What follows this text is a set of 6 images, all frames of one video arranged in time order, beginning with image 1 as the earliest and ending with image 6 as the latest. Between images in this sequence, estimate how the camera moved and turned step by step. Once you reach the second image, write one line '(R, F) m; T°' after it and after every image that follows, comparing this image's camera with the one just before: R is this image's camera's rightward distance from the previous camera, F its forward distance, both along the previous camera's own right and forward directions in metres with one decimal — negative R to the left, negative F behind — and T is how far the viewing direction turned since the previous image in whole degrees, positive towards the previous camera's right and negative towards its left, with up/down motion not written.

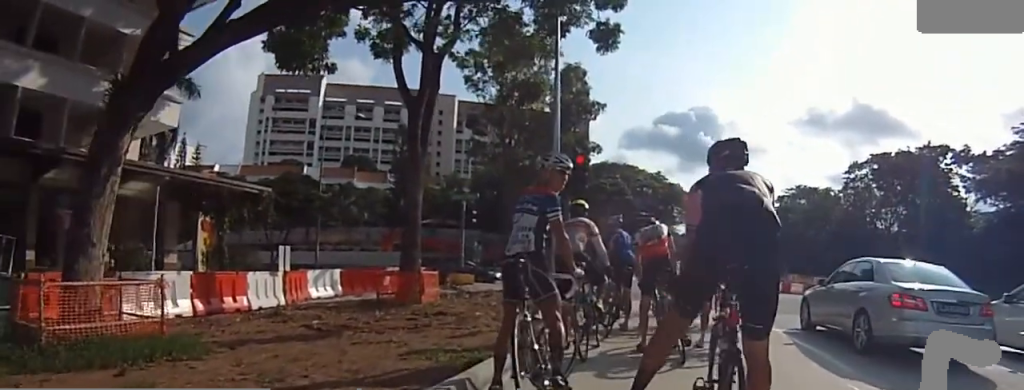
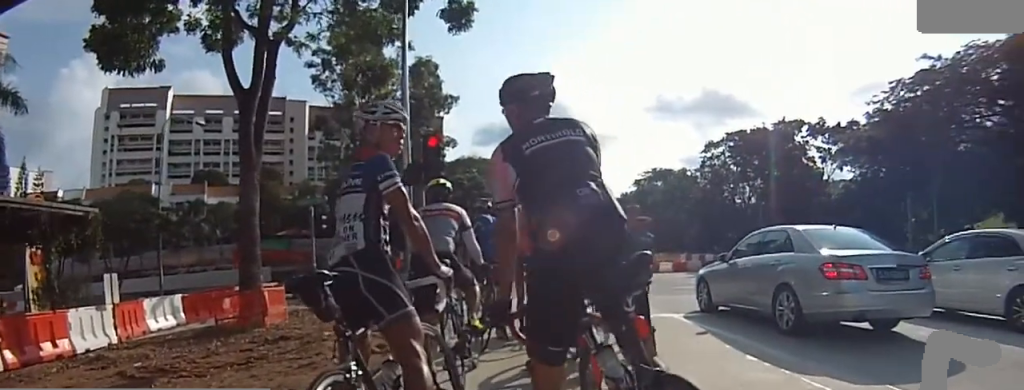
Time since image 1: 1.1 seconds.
(0.0, +1.2) m; 0°
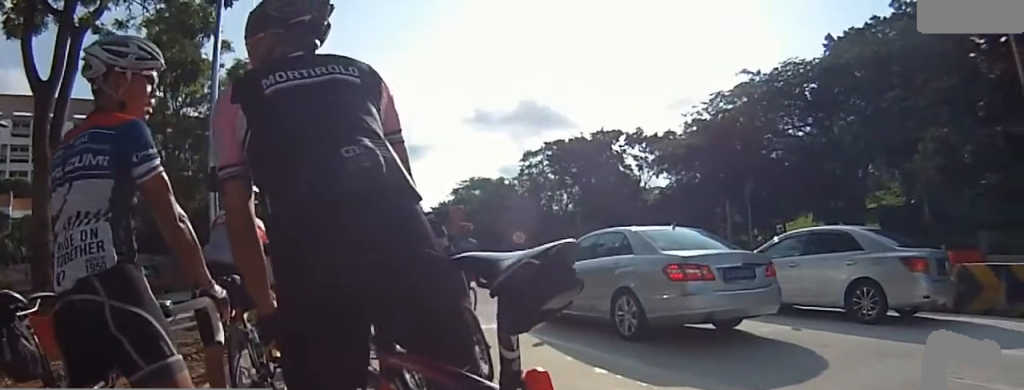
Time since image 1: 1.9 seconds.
(0.0, +0.7) m; 0°
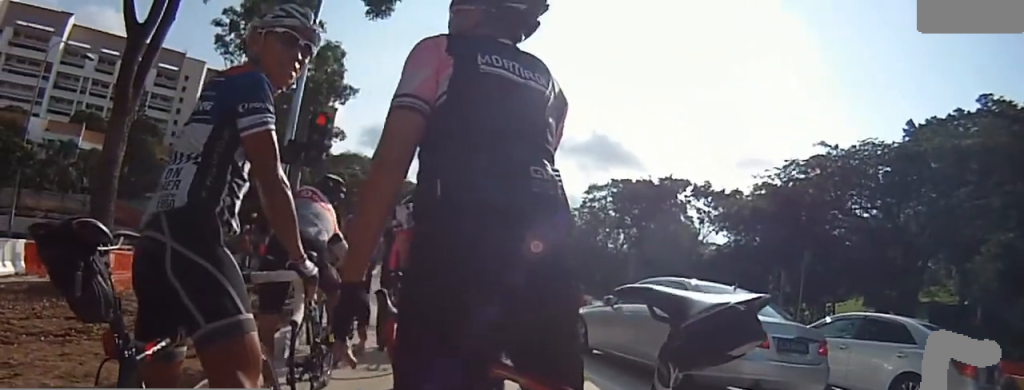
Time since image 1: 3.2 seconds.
(0.0, +0.9) m; 0°
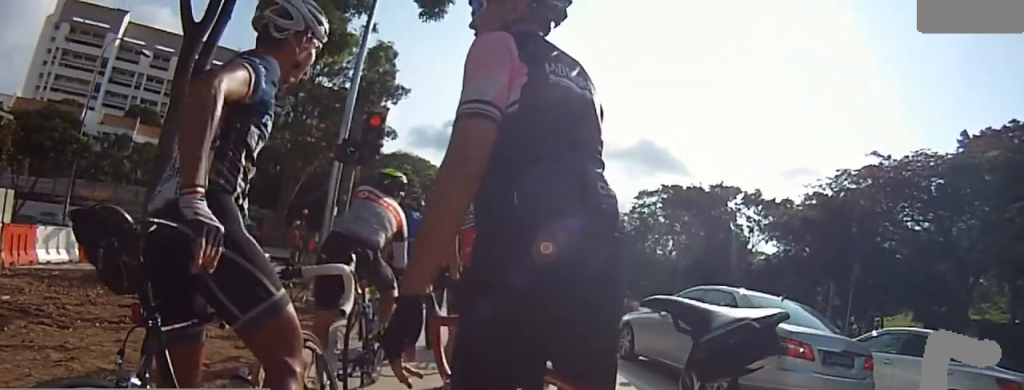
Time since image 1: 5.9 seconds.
(-0.3, +0.7) m; 0°
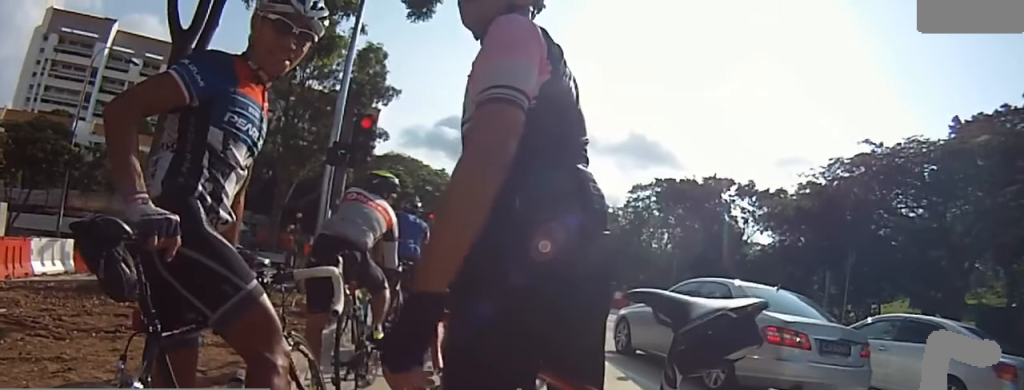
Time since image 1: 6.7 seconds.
(-0.1, 0.0) m; 0°
